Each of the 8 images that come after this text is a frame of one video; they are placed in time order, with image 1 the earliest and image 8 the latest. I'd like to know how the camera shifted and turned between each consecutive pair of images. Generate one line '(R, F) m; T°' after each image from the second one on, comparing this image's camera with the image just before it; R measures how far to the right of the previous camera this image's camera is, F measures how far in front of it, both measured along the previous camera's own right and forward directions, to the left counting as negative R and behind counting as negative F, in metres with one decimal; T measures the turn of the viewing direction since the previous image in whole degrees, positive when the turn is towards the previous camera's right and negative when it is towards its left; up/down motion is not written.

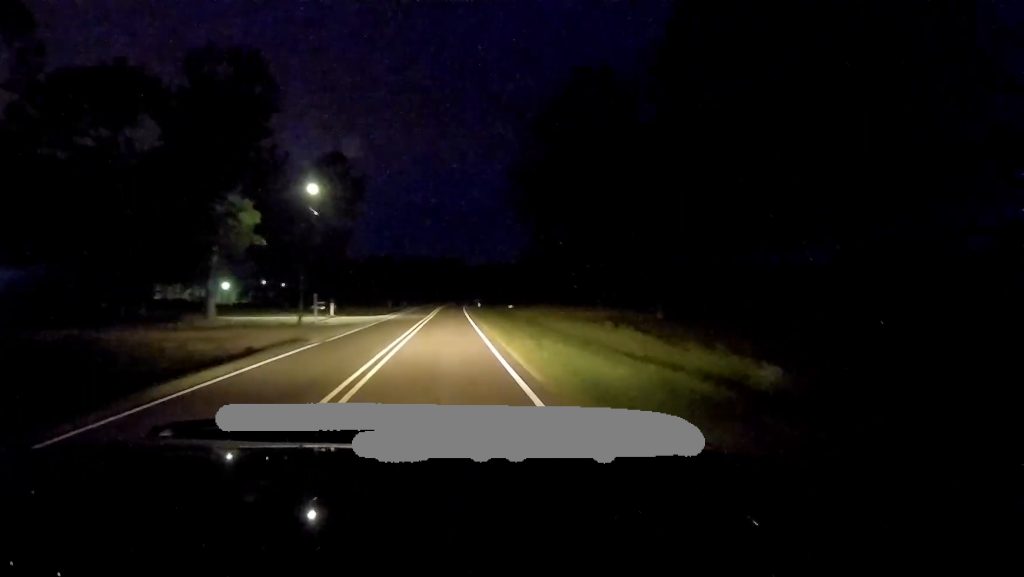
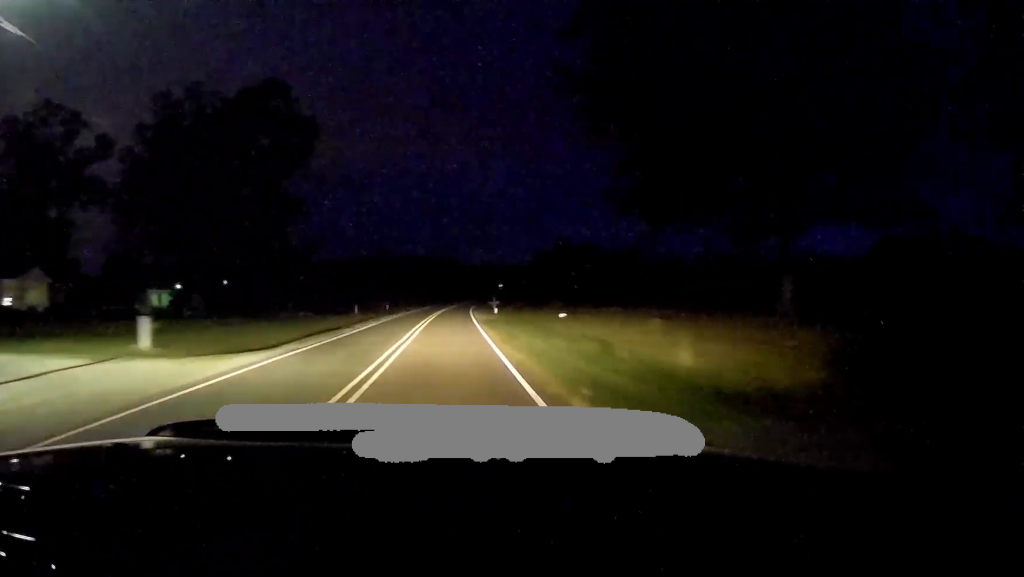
(-0.7, +32.5) m; -1°
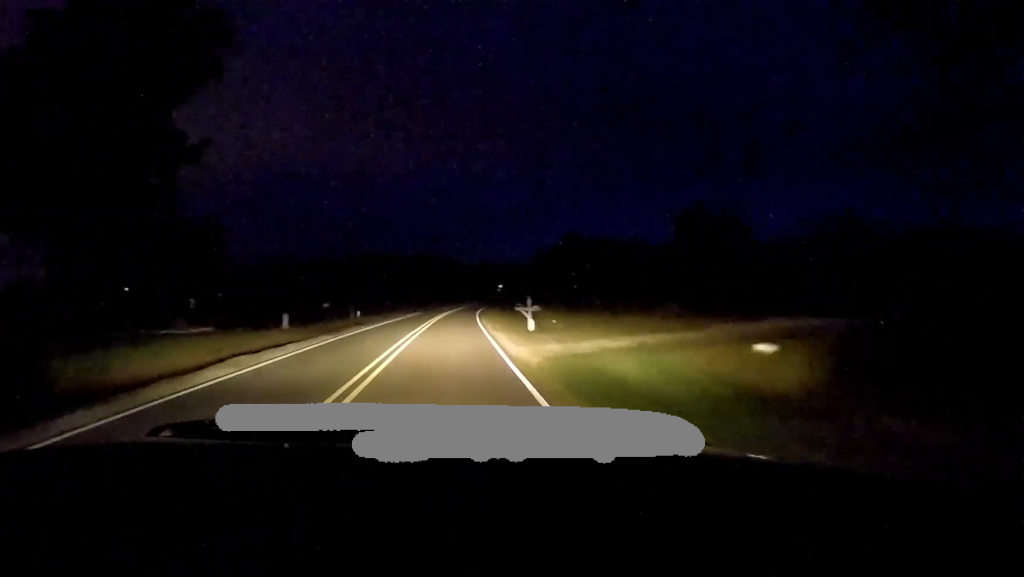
(+0.3, +24.4) m; +1°
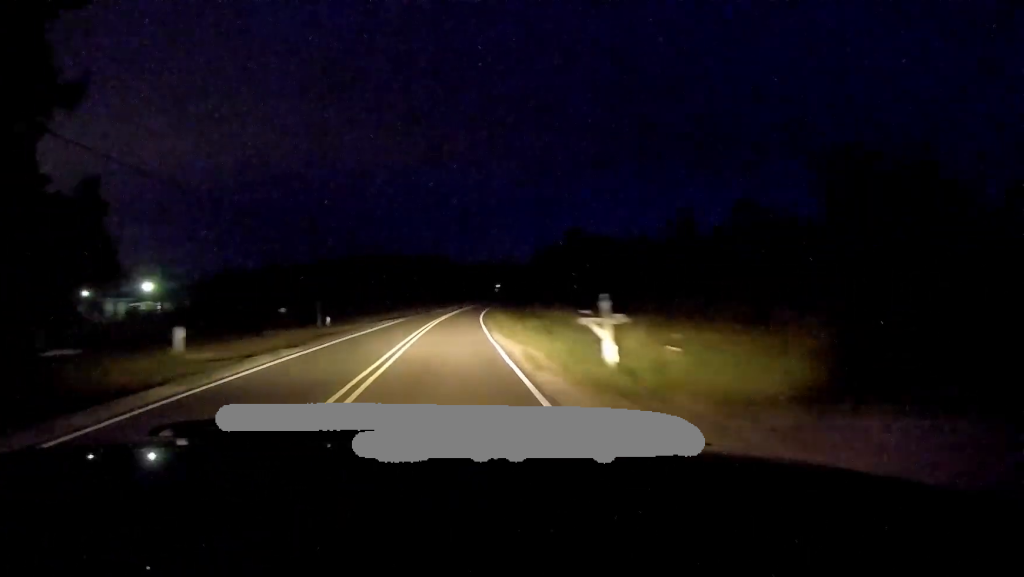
(+0.2, +13.8) m; +1°
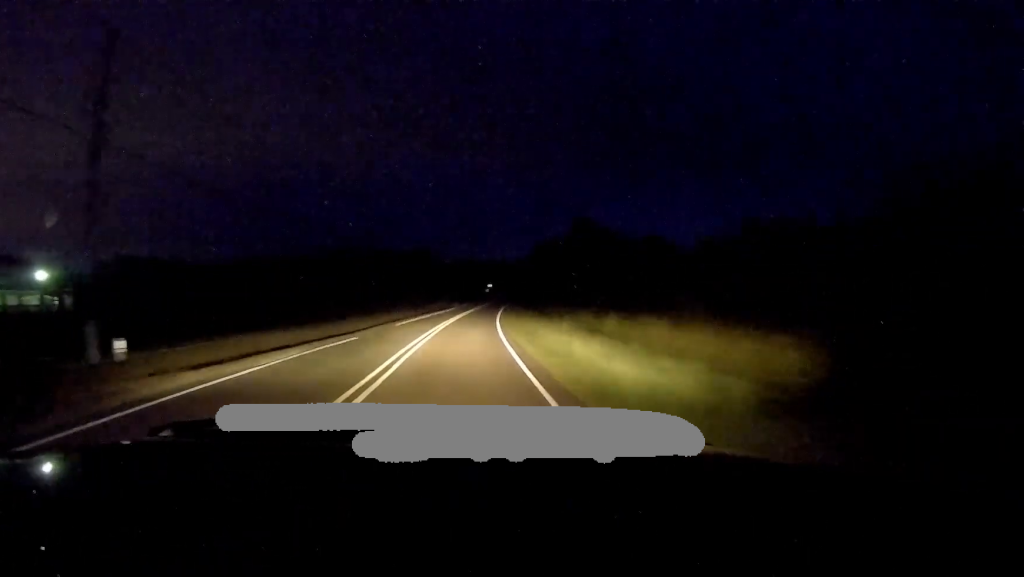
(+0.2, +31.9) m; 0°
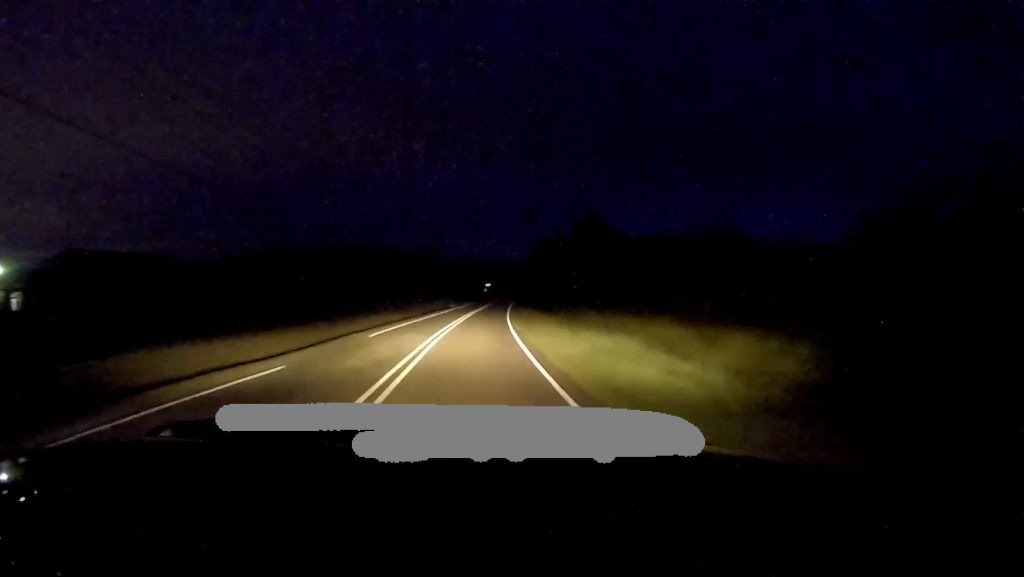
(0.0, +10.7) m; +1°
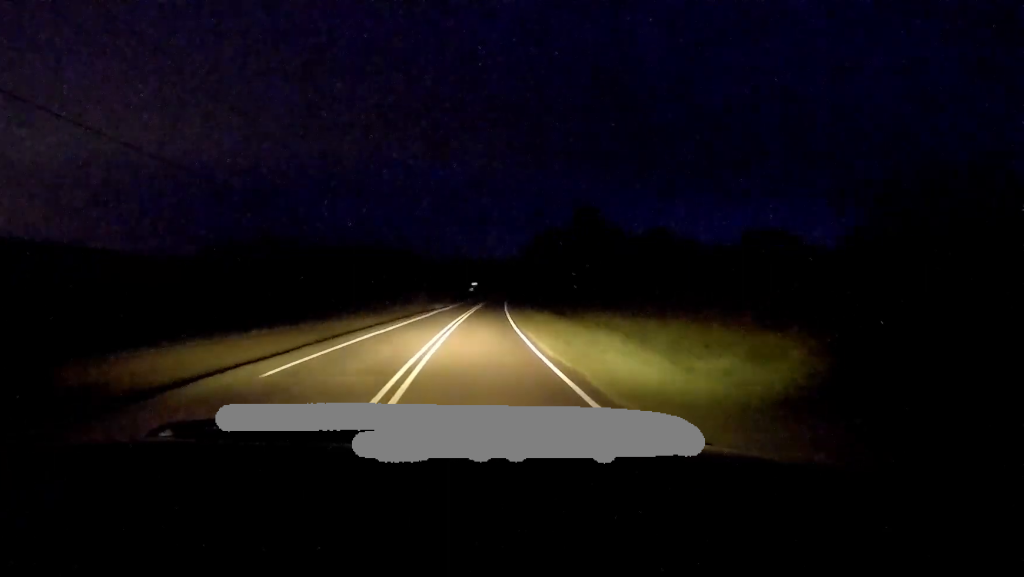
(-0.3, +13.1) m; +1°
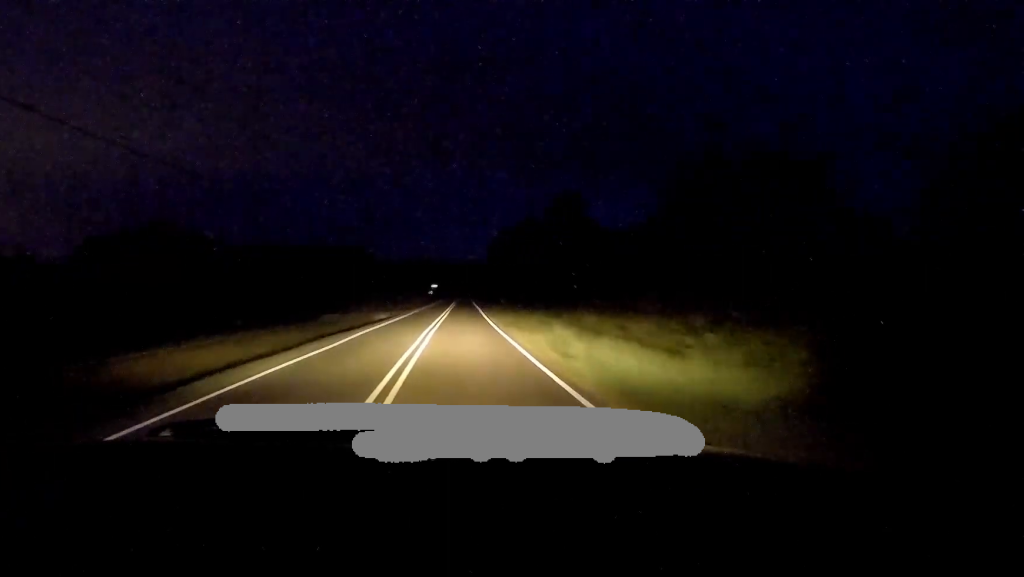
(+1.0, +23.9) m; +2°
